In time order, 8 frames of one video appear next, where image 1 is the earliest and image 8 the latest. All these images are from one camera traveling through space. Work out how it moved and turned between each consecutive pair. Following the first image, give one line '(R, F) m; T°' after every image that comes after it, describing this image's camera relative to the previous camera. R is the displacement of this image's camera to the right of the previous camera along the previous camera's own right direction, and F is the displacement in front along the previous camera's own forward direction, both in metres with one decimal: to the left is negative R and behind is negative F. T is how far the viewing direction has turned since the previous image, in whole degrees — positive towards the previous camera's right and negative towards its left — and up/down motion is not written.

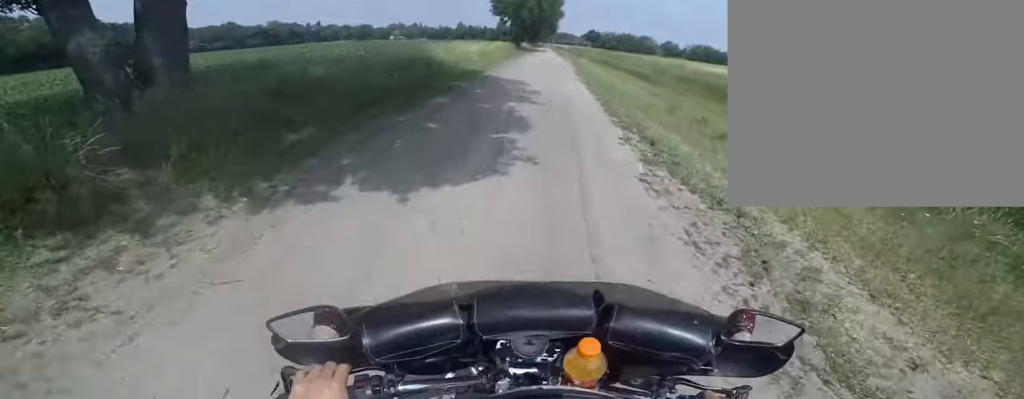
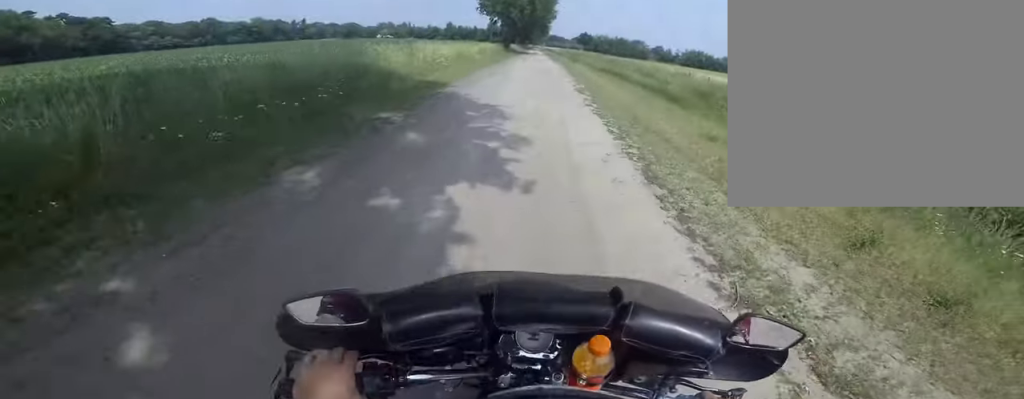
(0.0, +5.4) m; 0°
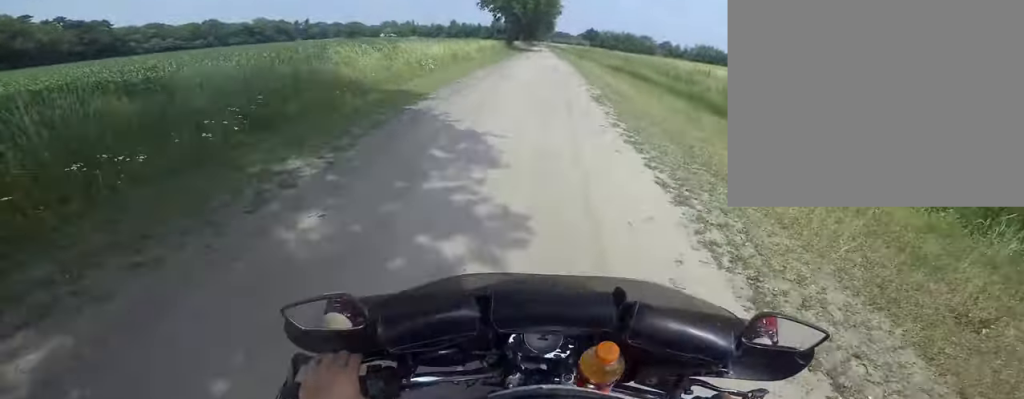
(0.0, +3.0) m; 0°
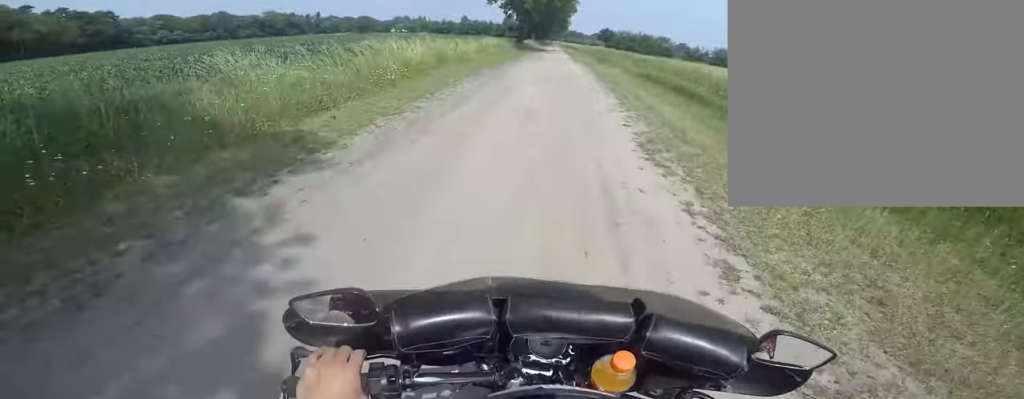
(0.0, +4.9) m; +1°
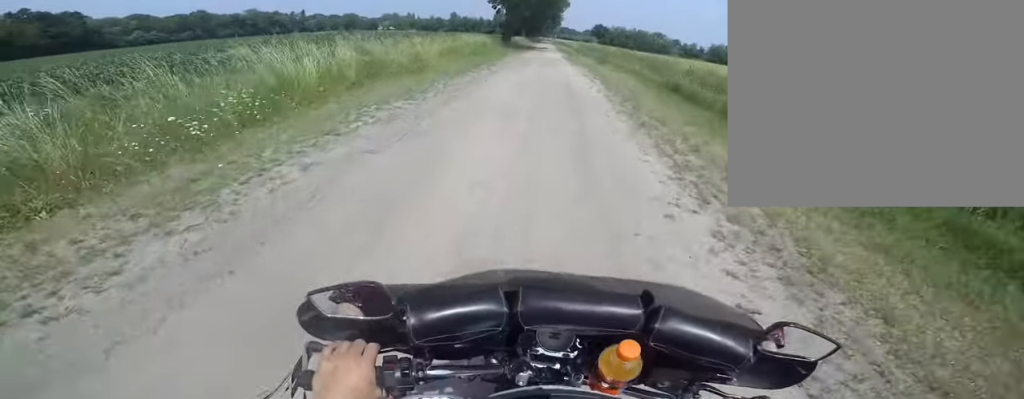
(+0.1, +5.5) m; +1°
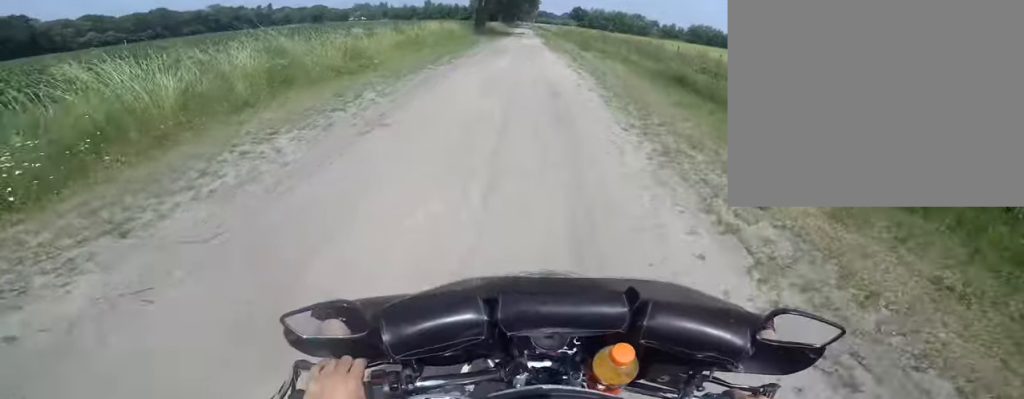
(0.0, +2.7) m; 0°
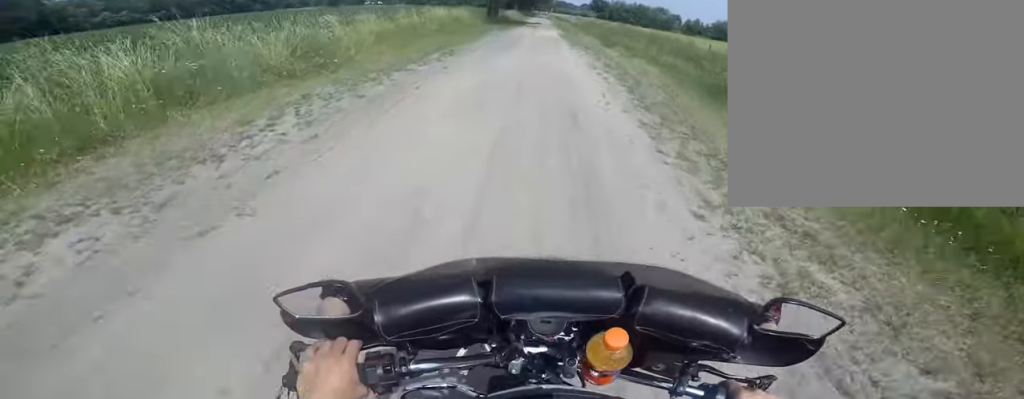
(0.0, +2.7) m; 0°
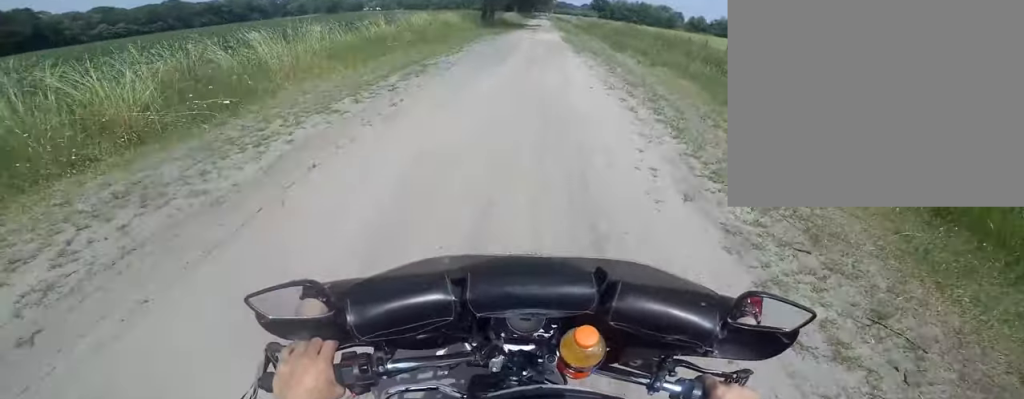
(0.0, +3.0) m; 0°
